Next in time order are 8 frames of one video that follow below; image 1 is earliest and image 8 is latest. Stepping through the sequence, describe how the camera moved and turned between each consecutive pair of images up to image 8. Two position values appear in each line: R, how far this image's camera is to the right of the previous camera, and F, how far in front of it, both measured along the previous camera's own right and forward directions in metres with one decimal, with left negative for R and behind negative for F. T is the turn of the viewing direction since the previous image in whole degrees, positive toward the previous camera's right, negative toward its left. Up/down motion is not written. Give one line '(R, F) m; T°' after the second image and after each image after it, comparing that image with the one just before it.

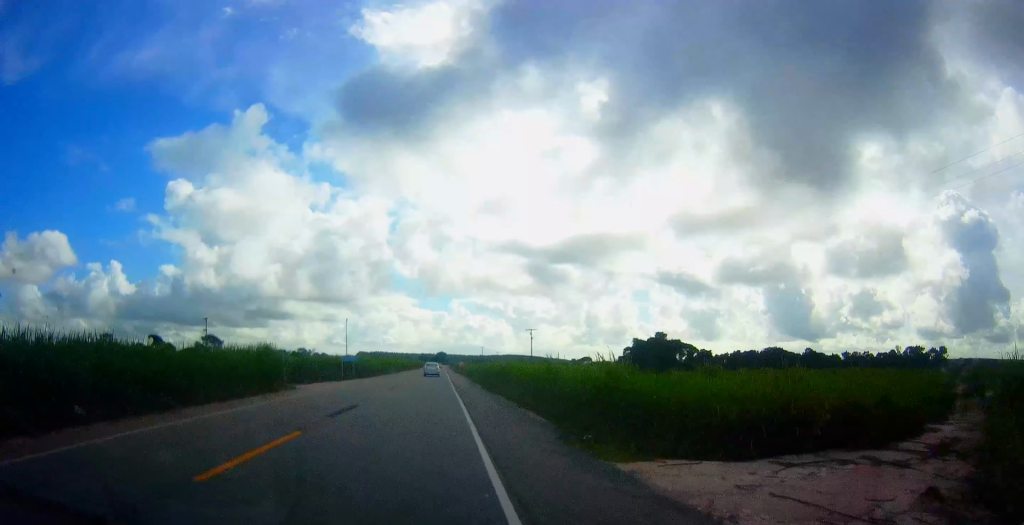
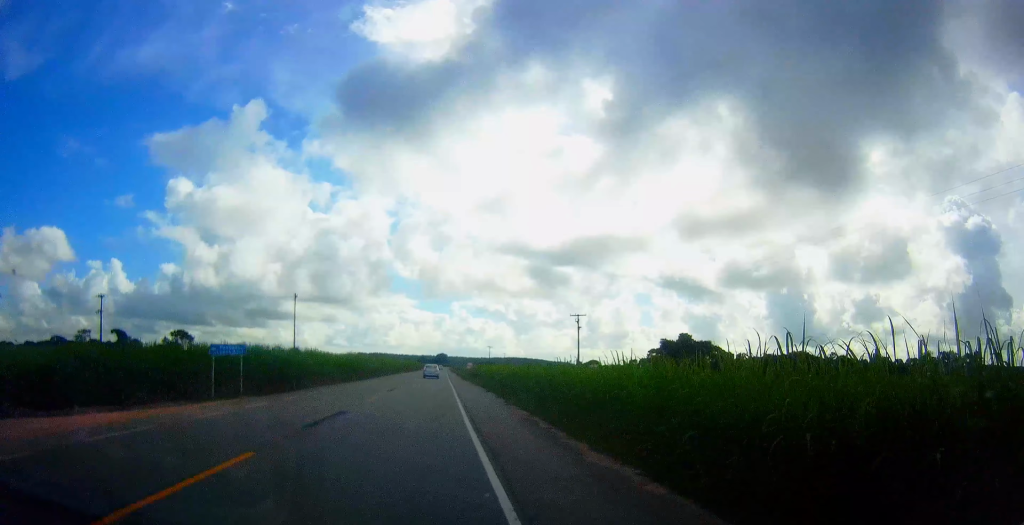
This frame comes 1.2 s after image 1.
(0.0, +35.2) m; +1°
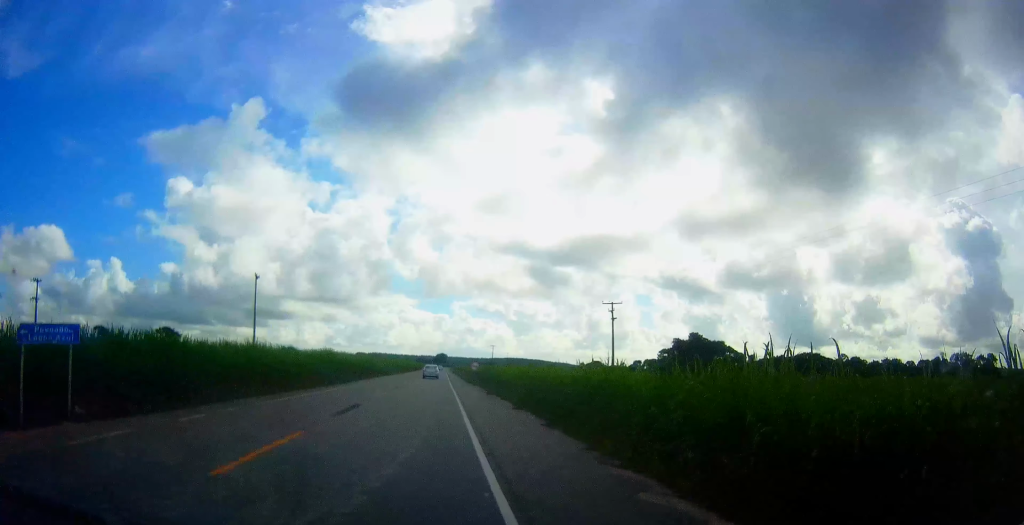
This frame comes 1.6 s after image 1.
(0.0, +13.9) m; 0°
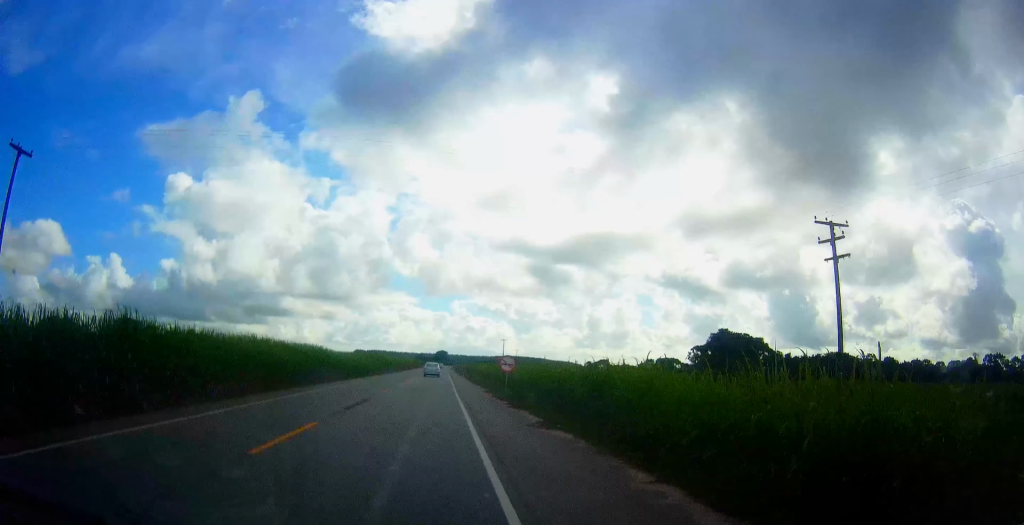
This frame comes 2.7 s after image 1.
(+0.2, +33.0) m; -1°
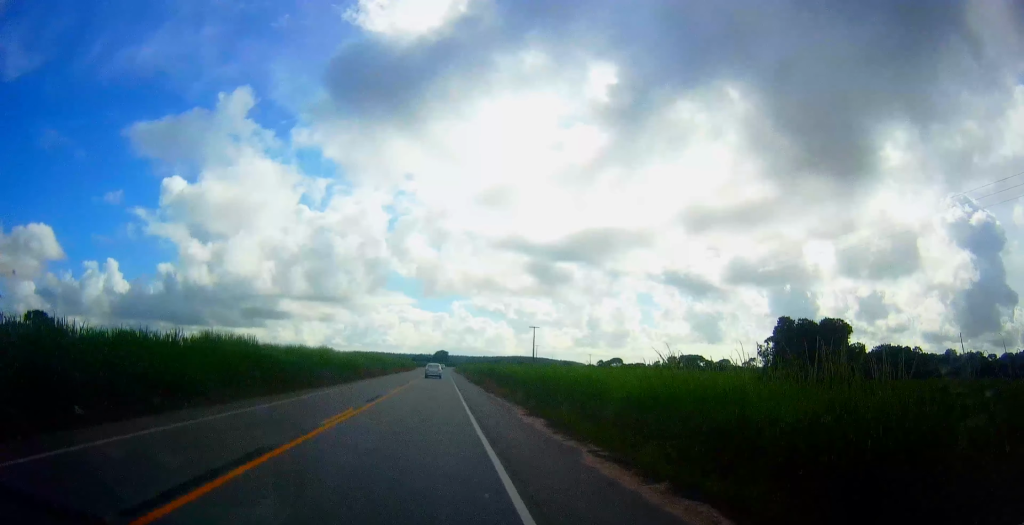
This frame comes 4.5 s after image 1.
(-0.5, +53.9) m; 0°
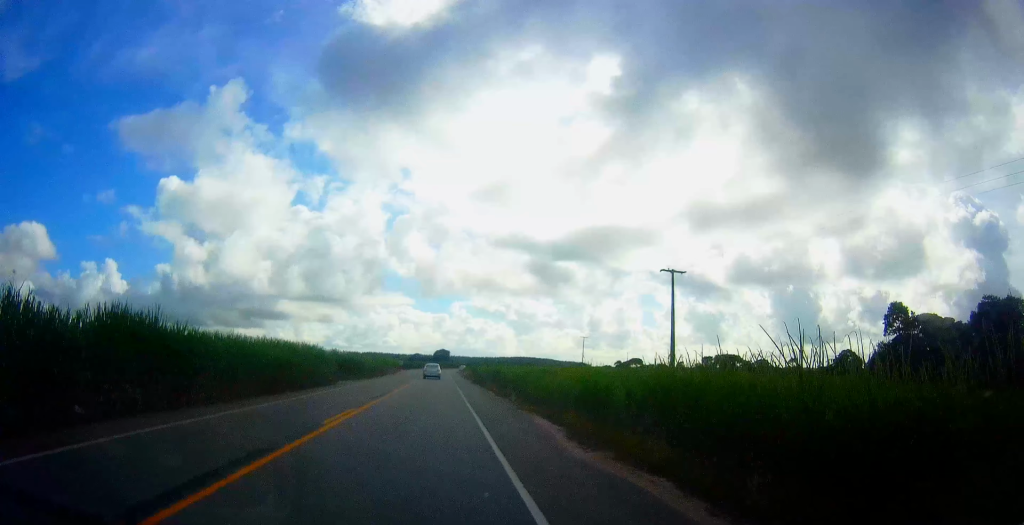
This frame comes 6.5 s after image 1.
(-0.9, +64.5) m; -1°
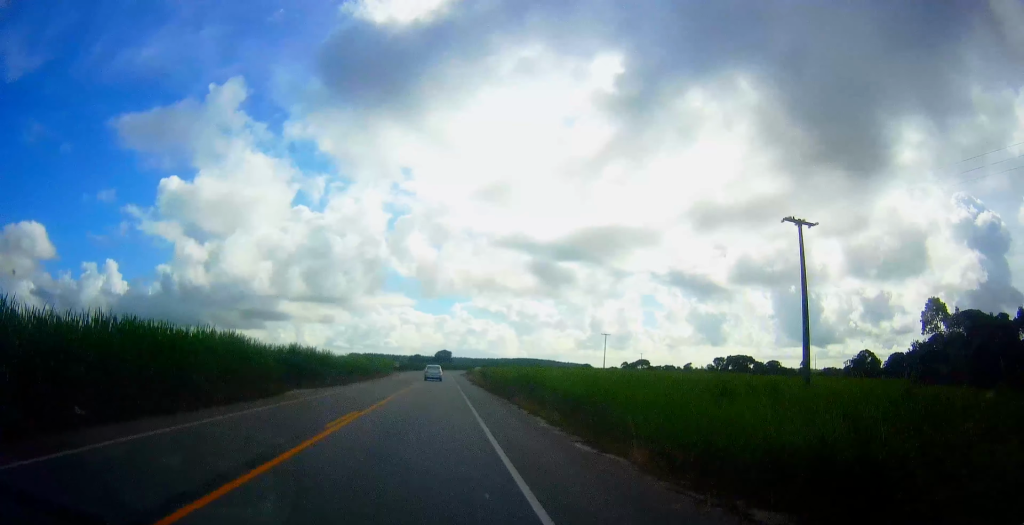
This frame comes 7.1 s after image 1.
(+0.4, +16.7) m; 0°
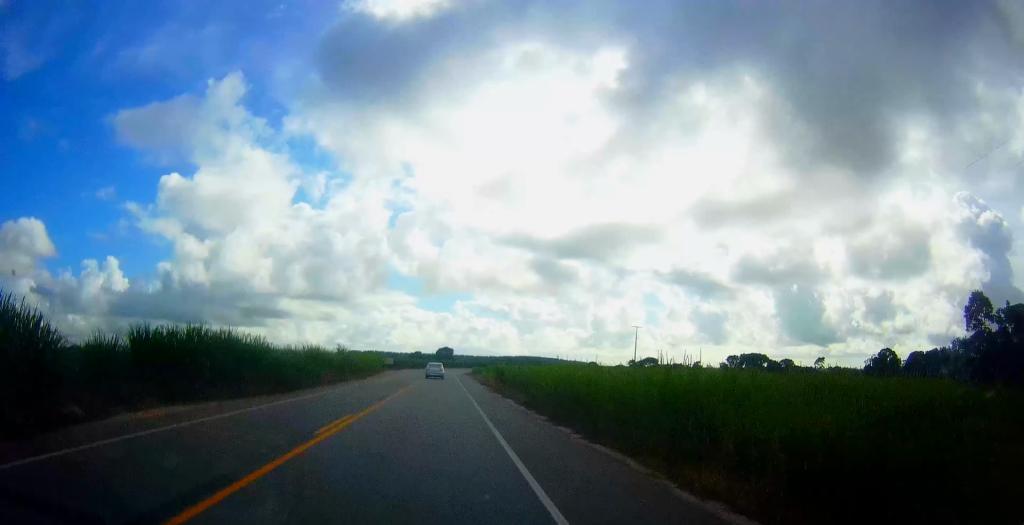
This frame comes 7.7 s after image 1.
(+0.1, +18.1) m; 0°
